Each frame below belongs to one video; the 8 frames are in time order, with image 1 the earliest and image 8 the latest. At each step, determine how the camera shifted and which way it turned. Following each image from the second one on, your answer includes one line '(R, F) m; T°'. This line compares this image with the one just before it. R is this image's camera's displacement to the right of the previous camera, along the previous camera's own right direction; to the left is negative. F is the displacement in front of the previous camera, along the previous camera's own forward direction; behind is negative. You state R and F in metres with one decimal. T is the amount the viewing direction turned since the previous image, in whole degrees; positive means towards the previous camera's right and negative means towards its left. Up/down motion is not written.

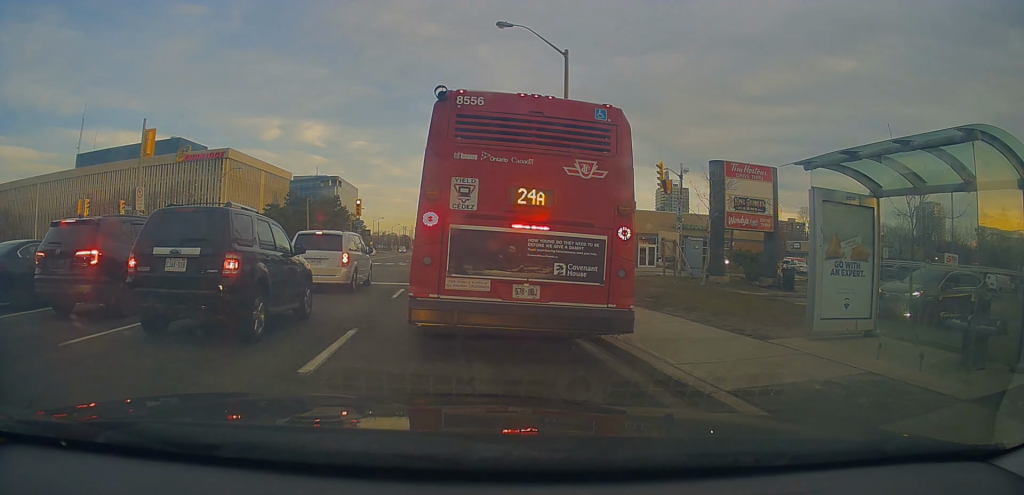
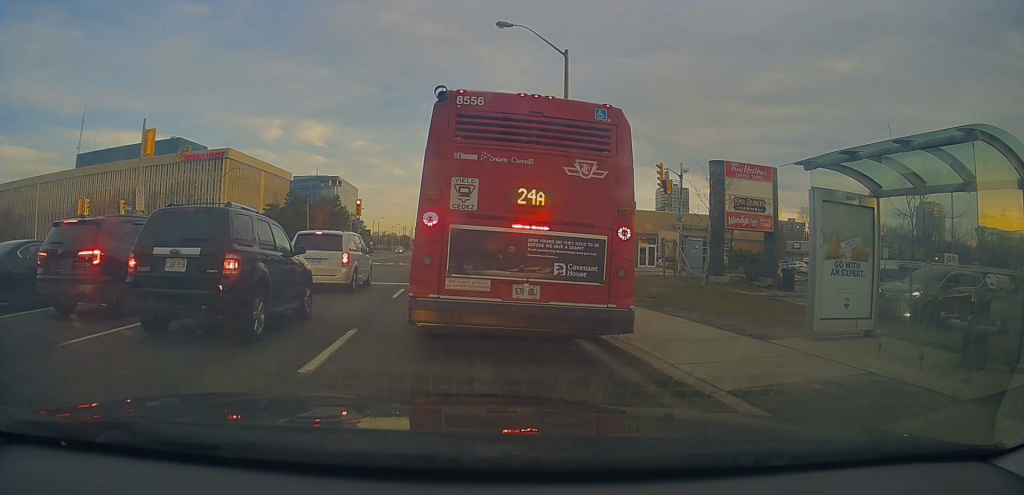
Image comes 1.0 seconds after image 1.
(0.0, 0.0) m; 0°
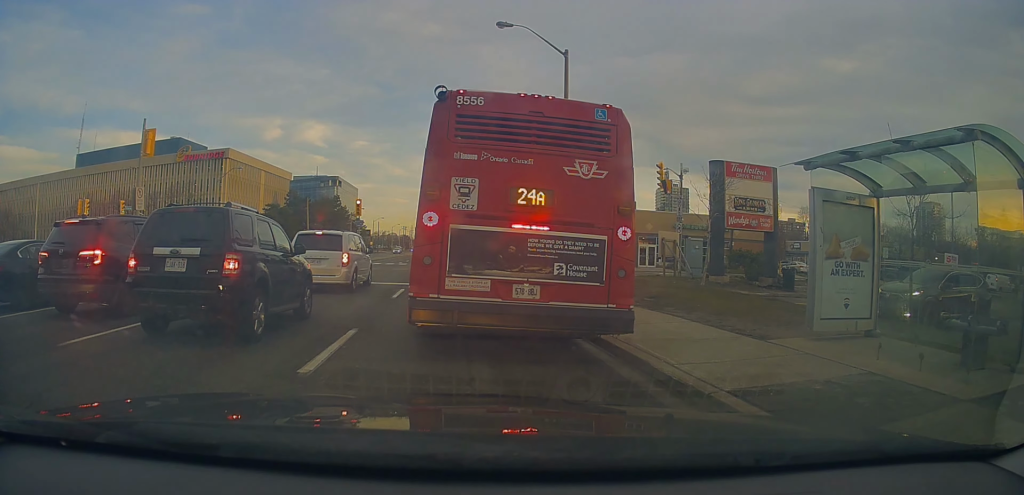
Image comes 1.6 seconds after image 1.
(0.0, 0.0) m; 0°
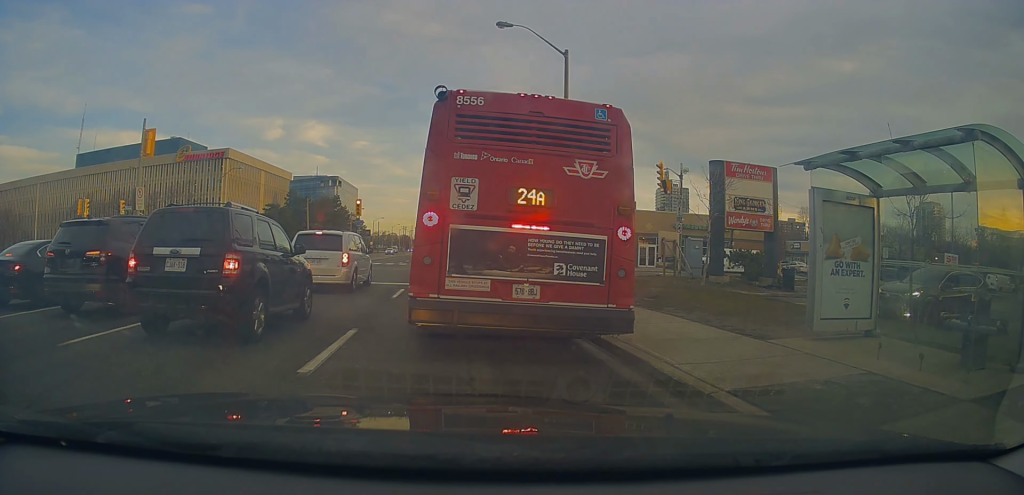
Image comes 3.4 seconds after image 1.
(0.0, 0.0) m; 0°
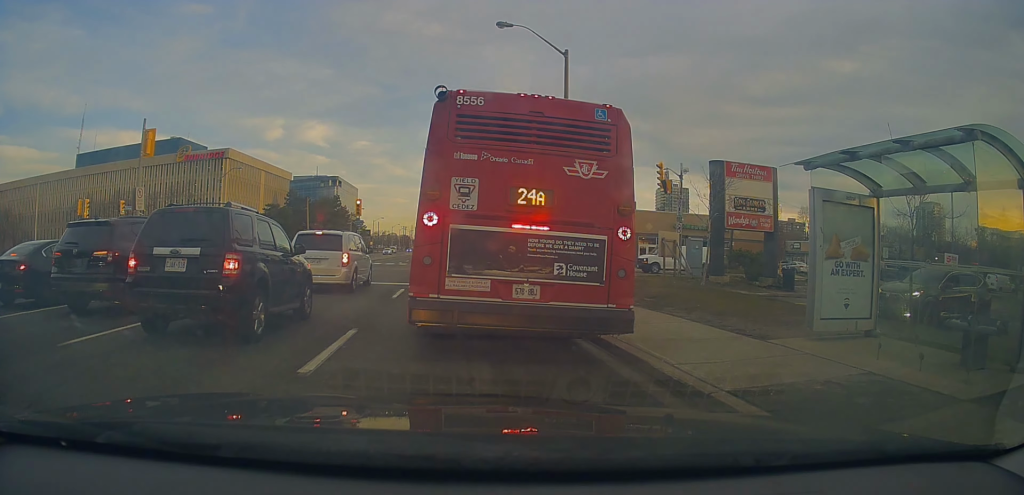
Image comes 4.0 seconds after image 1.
(0.0, 0.0) m; 0°
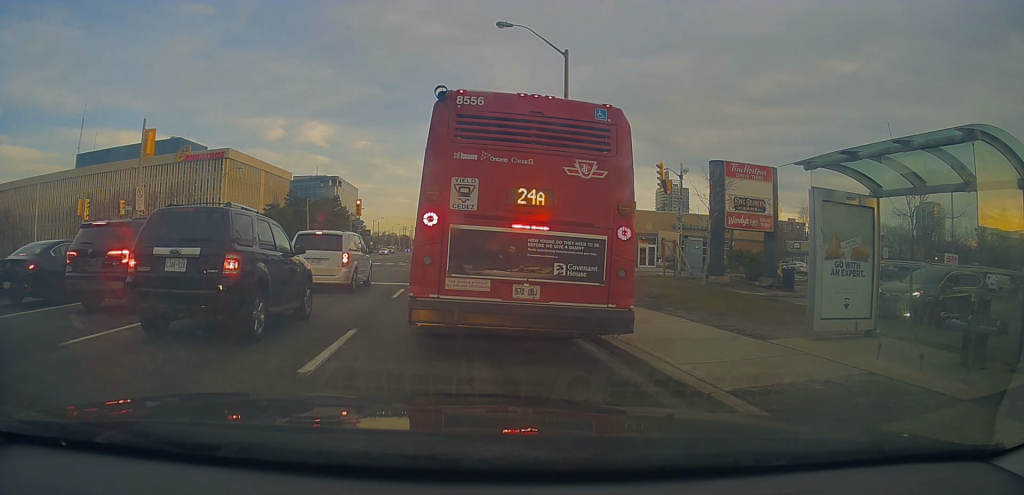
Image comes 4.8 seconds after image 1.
(0.0, 0.0) m; 0°
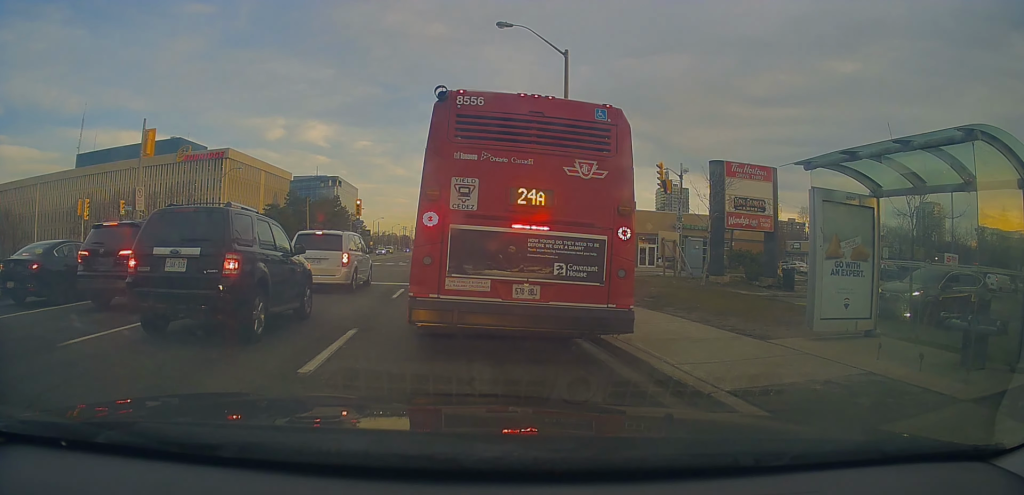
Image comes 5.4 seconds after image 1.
(0.0, 0.0) m; 0°
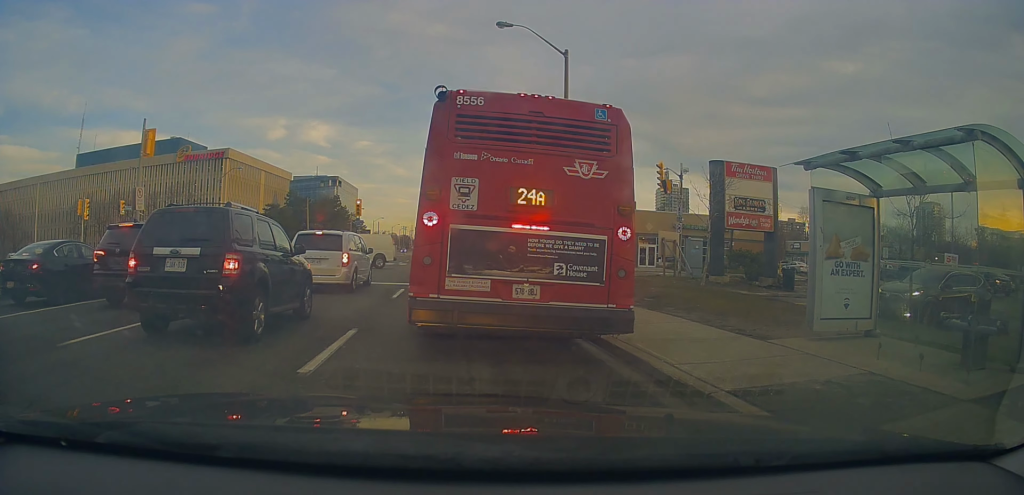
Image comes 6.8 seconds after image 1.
(0.0, 0.0) m; 0°
